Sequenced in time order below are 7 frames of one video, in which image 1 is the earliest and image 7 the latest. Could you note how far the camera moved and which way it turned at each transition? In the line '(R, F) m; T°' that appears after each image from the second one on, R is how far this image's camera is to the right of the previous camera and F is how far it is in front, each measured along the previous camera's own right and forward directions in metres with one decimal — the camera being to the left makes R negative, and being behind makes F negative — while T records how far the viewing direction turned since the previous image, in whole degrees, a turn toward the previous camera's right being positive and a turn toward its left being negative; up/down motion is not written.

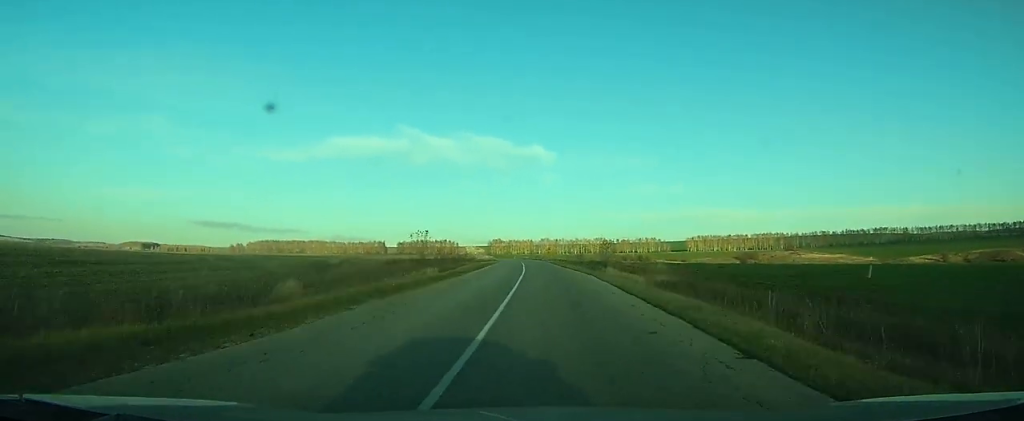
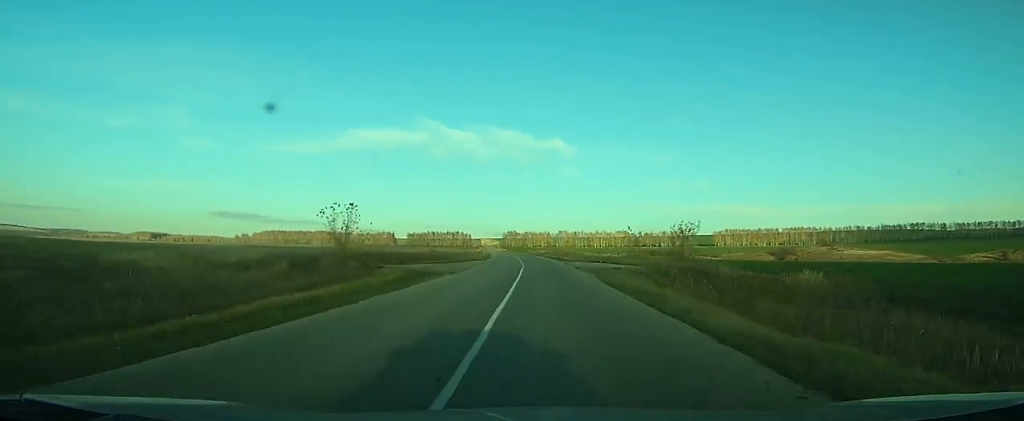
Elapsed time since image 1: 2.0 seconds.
(-0.8, +40.7) m; -2°
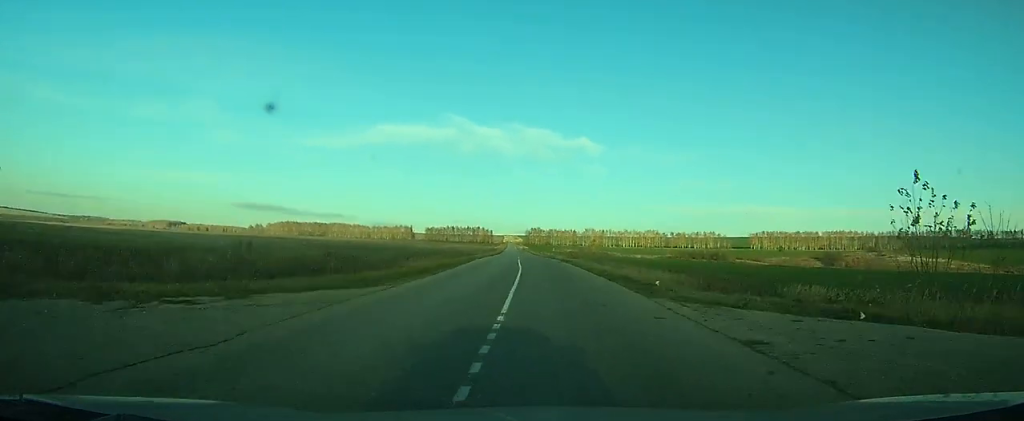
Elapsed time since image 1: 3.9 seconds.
(-0.7, +38.7) m; -2°
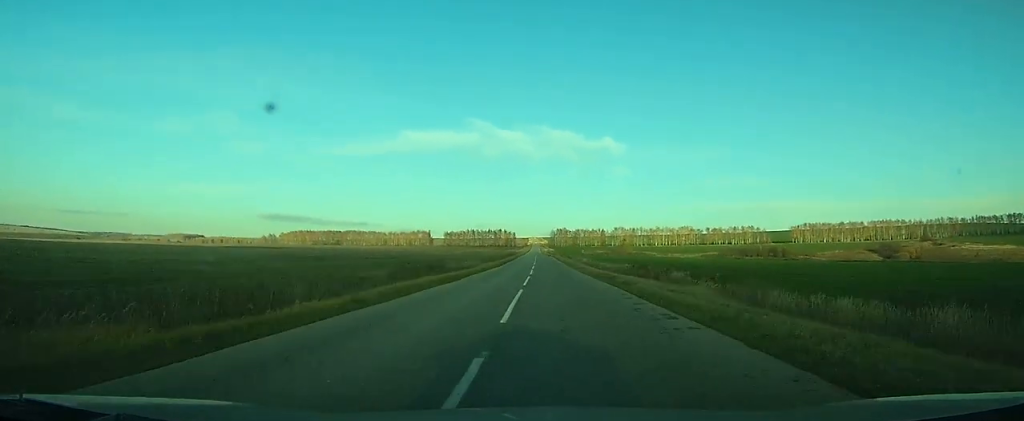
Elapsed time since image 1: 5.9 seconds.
(-0.7, +42.1) m; -1°
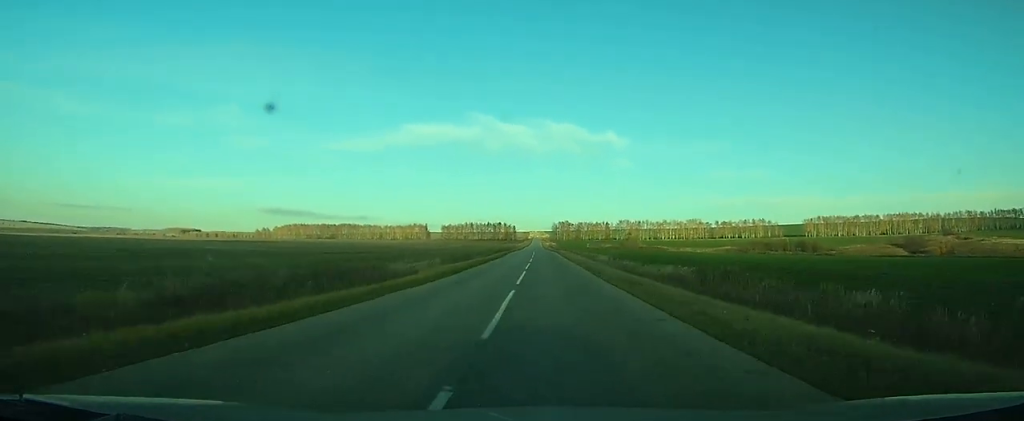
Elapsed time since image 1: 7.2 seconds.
(-0.2, +25.4) m; -1°
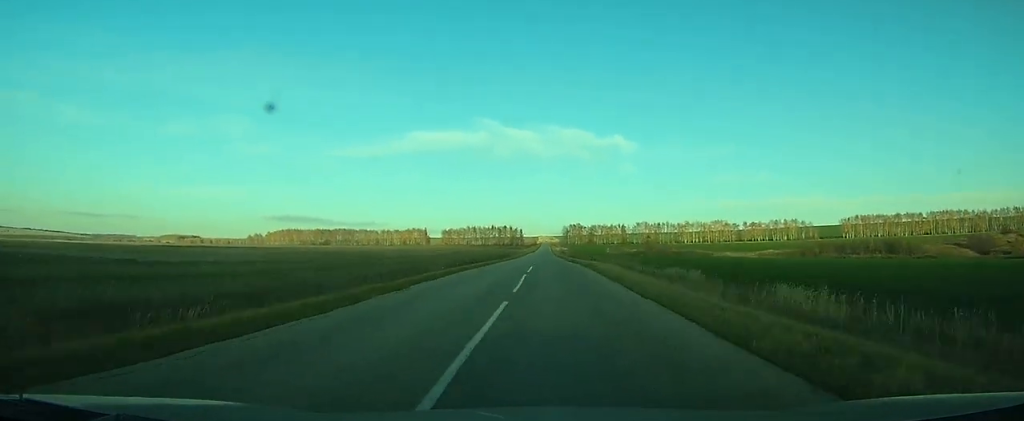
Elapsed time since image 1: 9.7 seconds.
(-0.3, +49.7) m; 0°
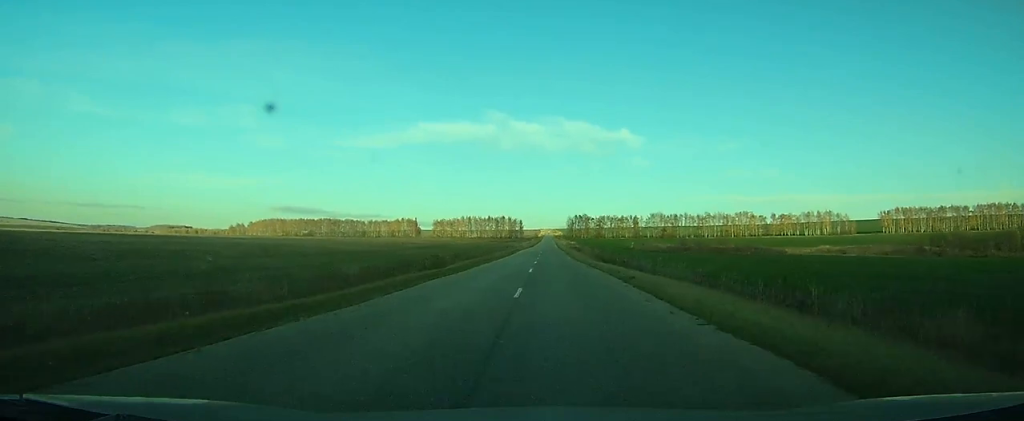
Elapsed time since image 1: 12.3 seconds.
(-0.1, +56.8) m; 0°
